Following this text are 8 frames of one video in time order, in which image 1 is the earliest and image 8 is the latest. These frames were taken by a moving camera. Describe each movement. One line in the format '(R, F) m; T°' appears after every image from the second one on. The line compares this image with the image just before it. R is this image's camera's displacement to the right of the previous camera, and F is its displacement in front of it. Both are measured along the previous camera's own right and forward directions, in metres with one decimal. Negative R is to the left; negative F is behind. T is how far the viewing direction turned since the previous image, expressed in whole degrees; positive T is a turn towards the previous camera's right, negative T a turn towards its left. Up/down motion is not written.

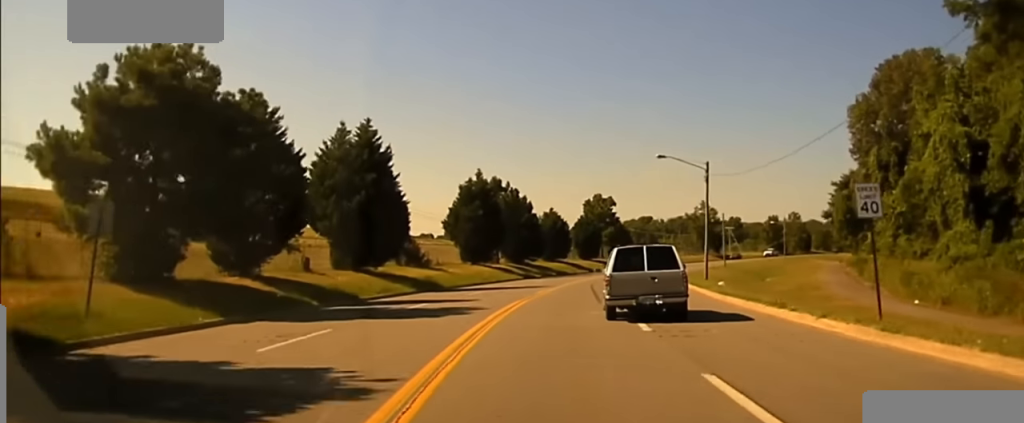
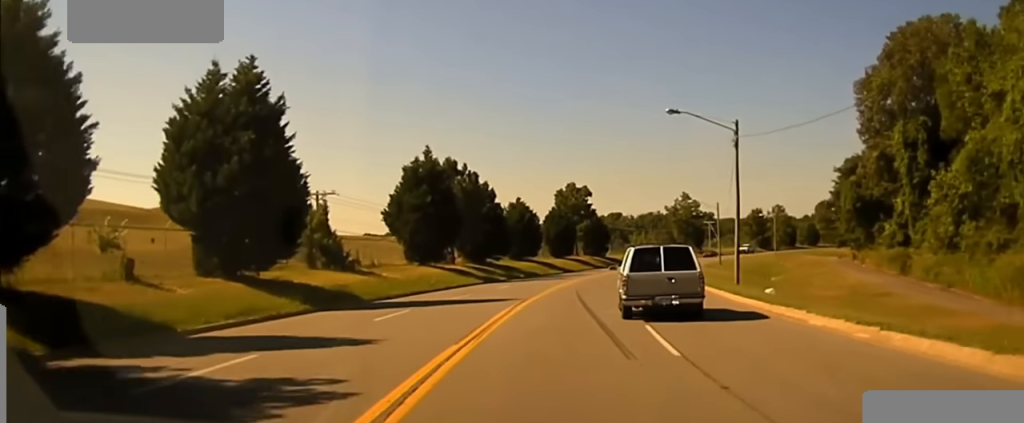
(+0.7, +16.2) m; +3°
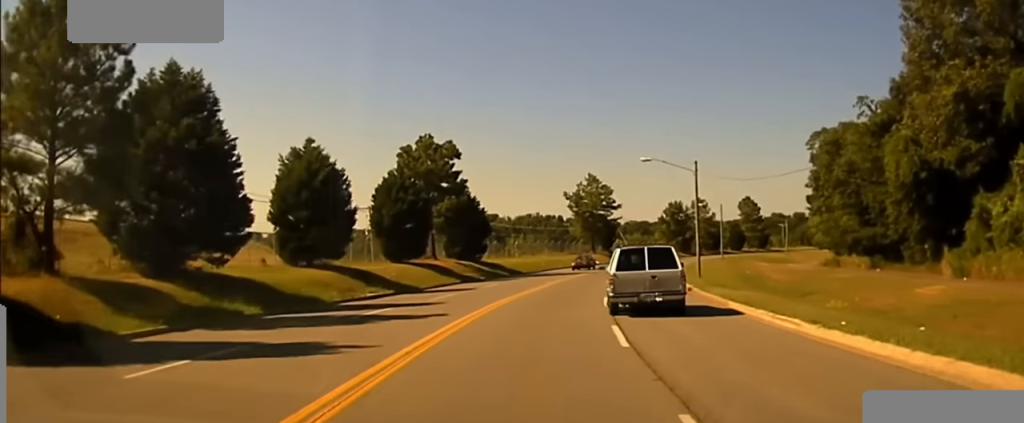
(+3.9, +47.9) m; +9°
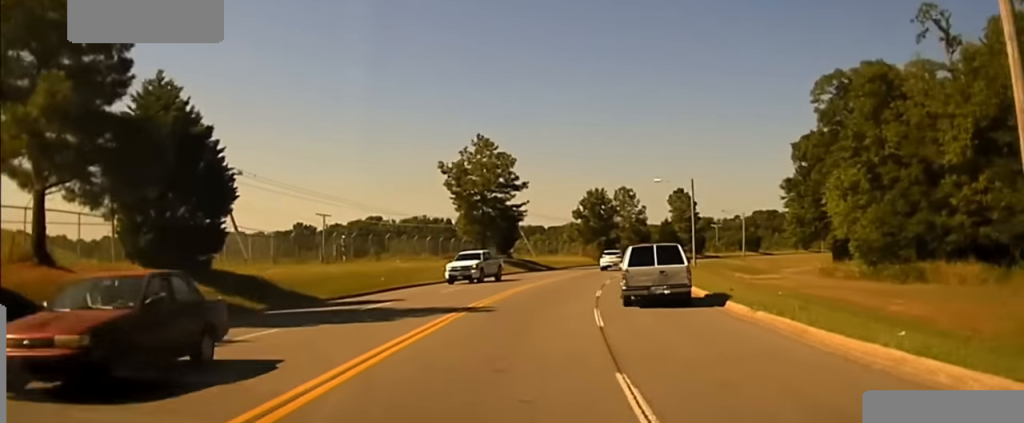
(+2.7, +42.9) m; +6°
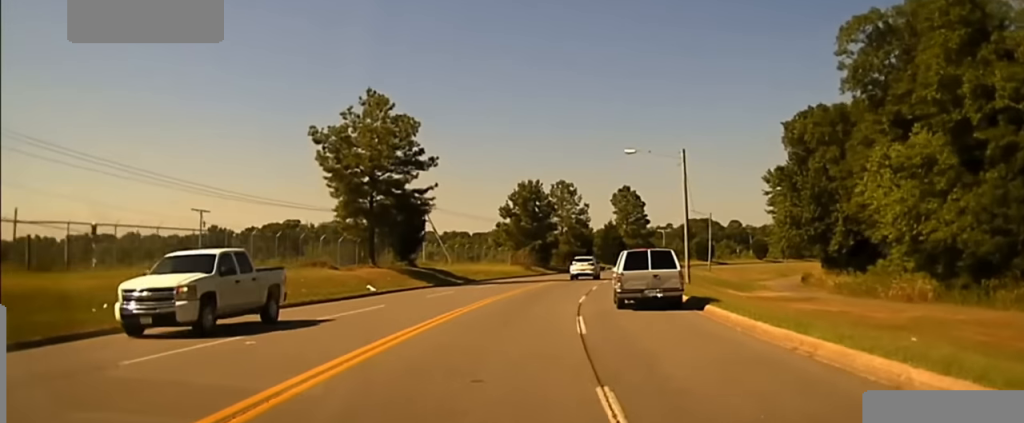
(+0.6, +21.3) m; +4°
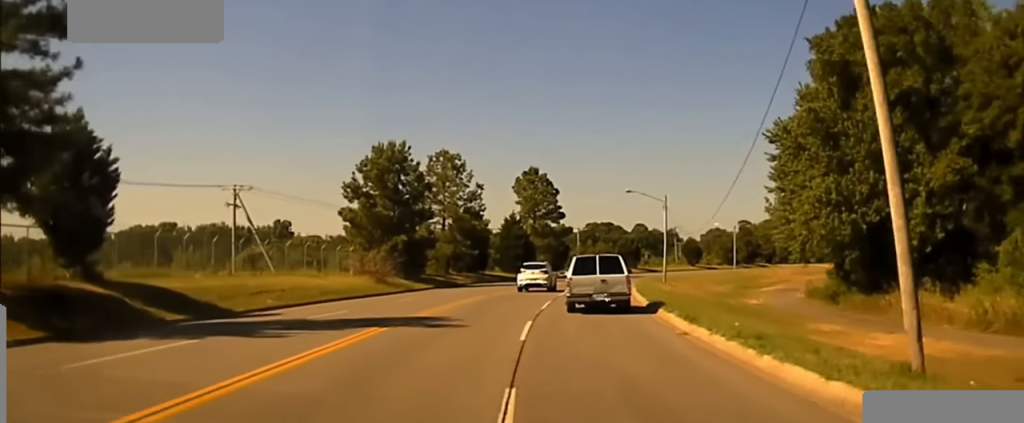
(+2.2, +33.9) m; +7°
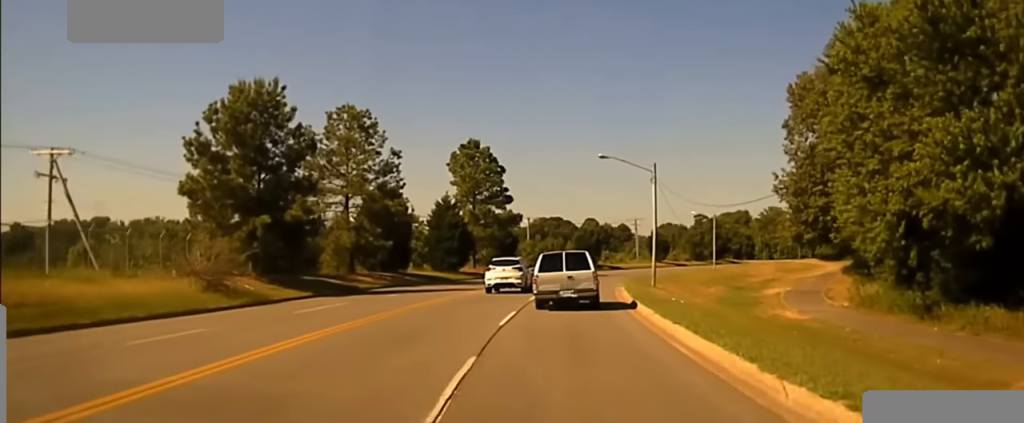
(+0.6, +21.7) m; +3°
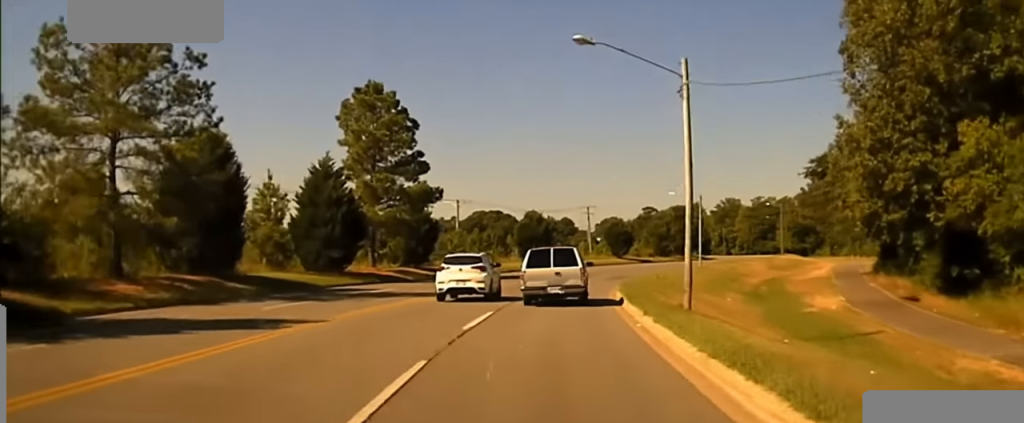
(+0.5, +30.2) m; +4°
